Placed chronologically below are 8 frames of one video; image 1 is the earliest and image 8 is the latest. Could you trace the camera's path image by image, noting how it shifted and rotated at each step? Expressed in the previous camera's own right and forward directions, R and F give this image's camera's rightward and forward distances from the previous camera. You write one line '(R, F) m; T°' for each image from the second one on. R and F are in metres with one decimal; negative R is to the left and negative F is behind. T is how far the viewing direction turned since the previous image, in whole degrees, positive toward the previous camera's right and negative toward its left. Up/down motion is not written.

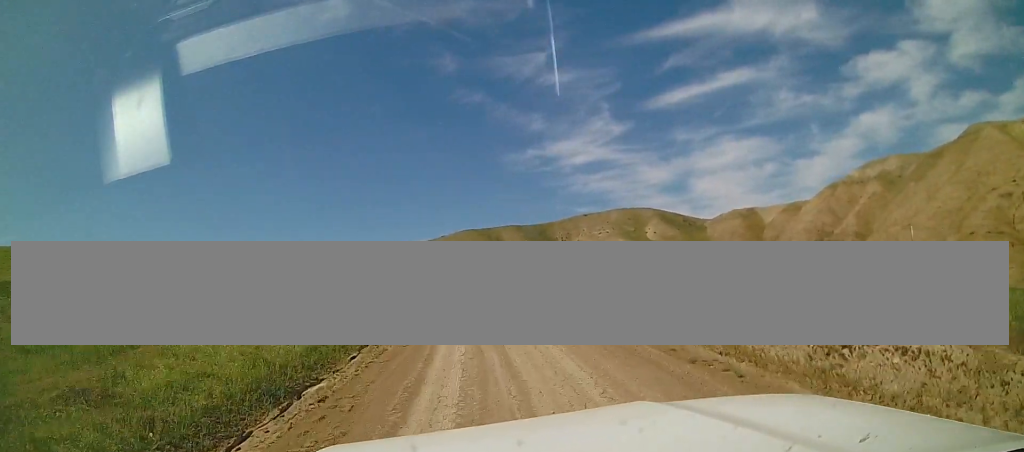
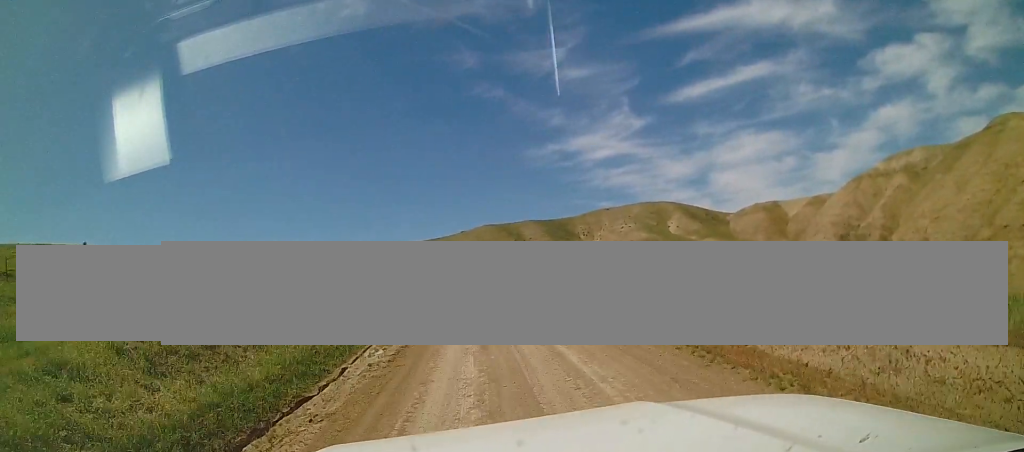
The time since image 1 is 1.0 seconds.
(-0.3, +8.6) m; -4°
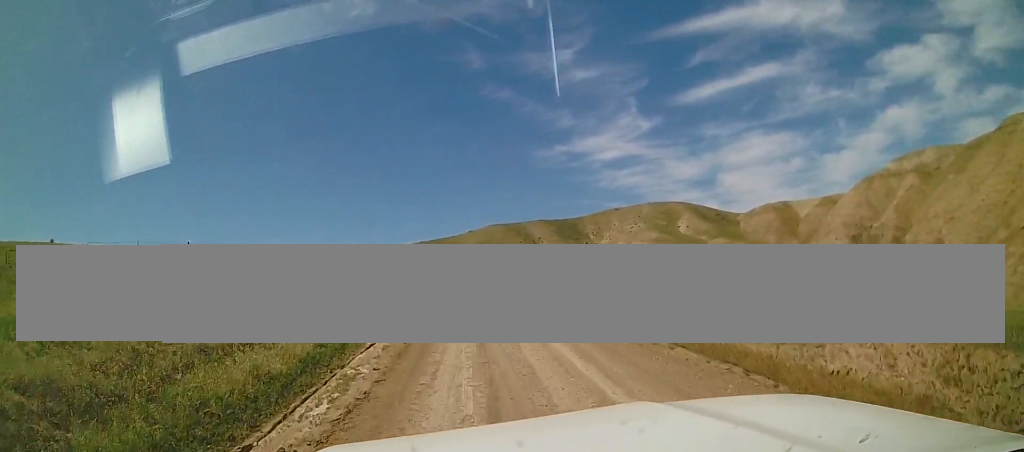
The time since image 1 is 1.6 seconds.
(-0.3, +5.3) m; -2°
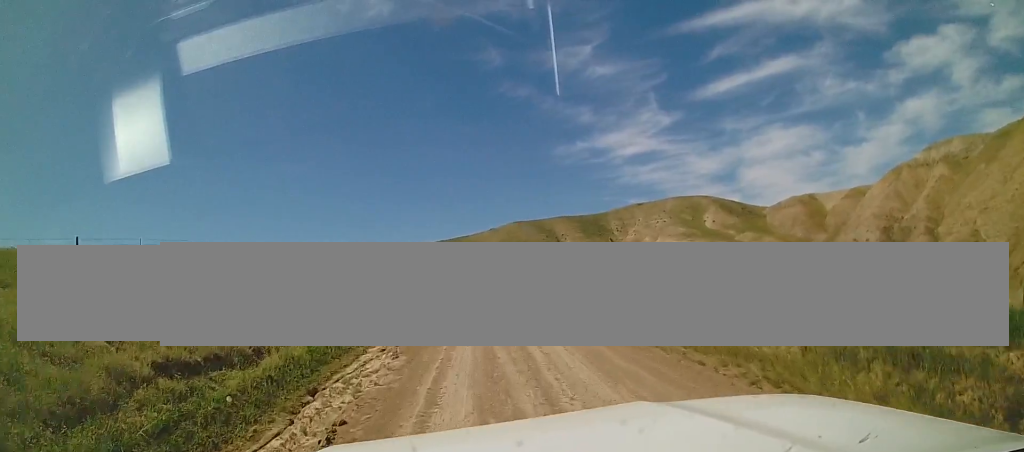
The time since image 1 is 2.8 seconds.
(0.0, +11.4) m; -1°
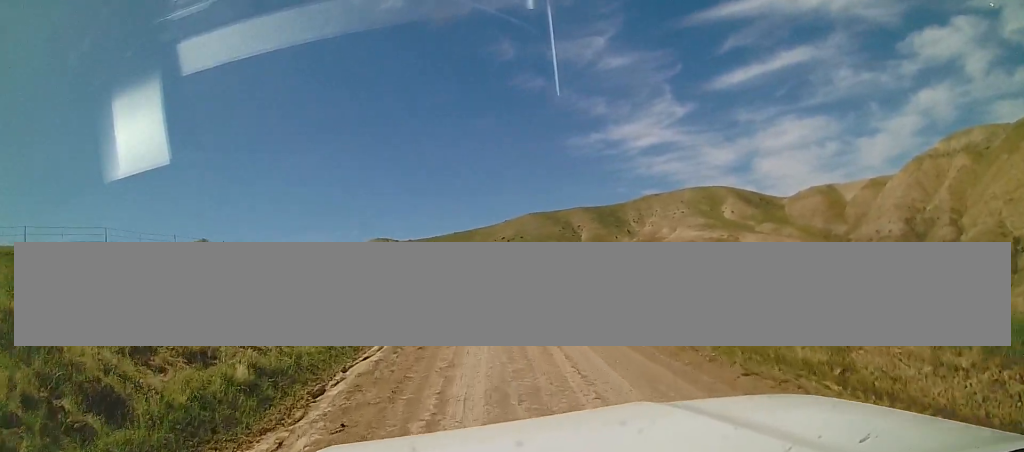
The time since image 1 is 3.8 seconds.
(-0.2, +8.7) m; 0°
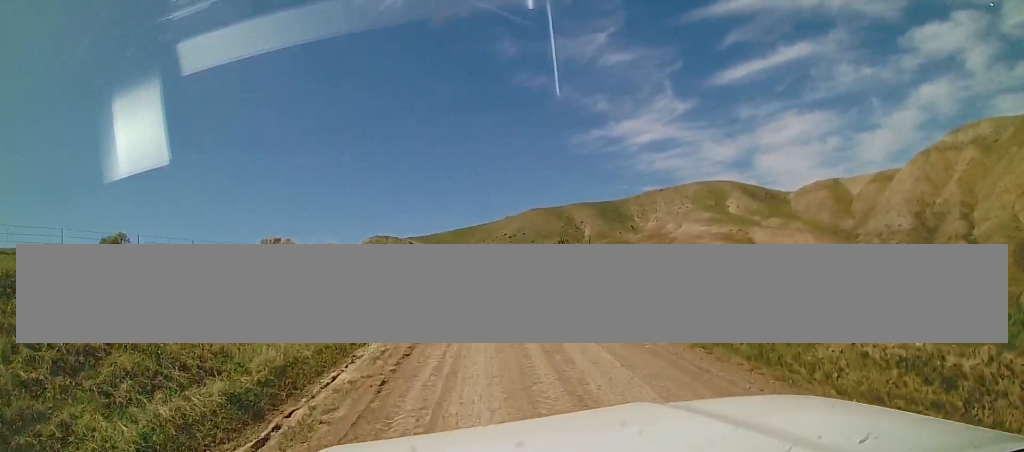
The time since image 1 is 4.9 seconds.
(+0.1, +9.1) m; -2°
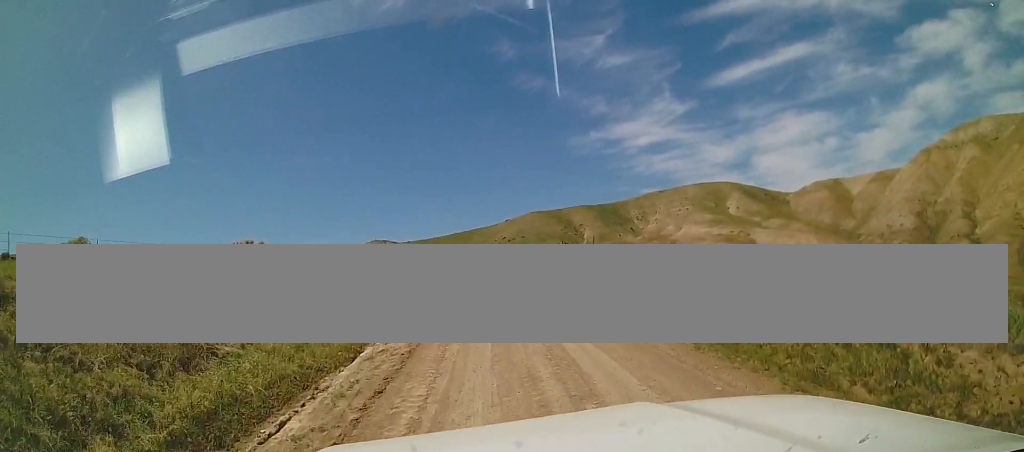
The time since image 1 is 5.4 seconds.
(-0.1, +3.5) m; -2°
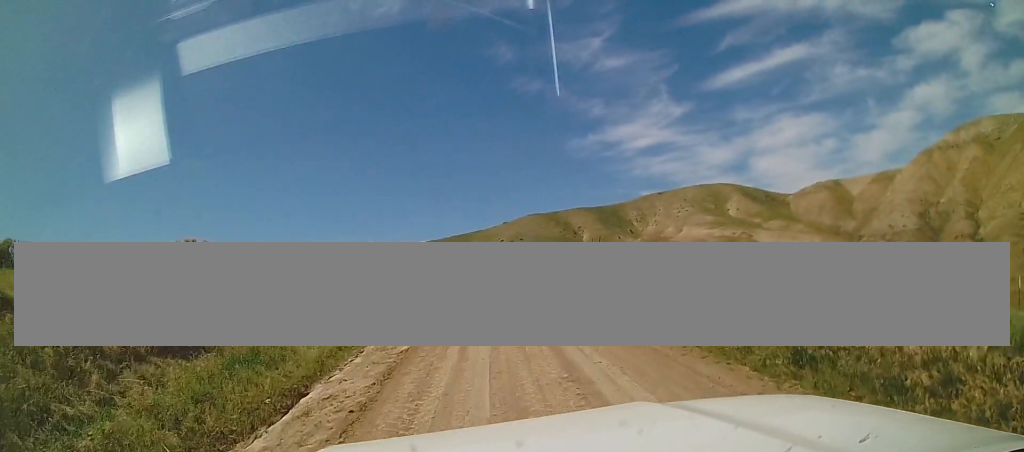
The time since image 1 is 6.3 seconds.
(-0.2, +6.0) m; -2°
